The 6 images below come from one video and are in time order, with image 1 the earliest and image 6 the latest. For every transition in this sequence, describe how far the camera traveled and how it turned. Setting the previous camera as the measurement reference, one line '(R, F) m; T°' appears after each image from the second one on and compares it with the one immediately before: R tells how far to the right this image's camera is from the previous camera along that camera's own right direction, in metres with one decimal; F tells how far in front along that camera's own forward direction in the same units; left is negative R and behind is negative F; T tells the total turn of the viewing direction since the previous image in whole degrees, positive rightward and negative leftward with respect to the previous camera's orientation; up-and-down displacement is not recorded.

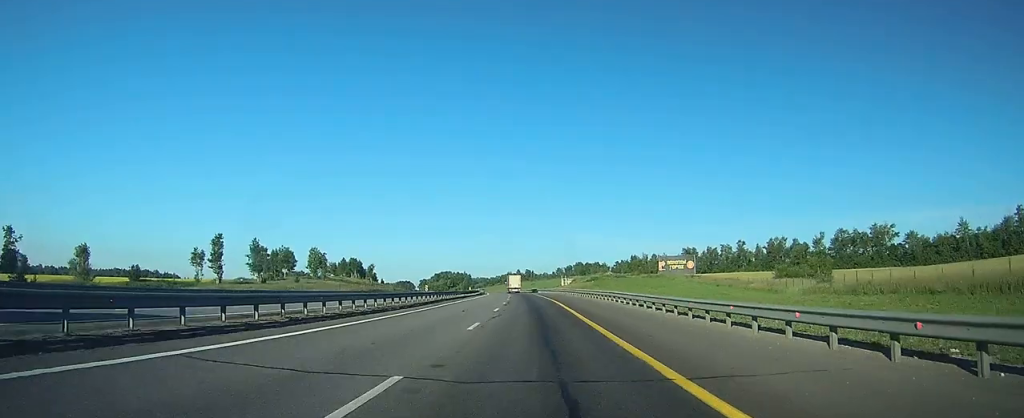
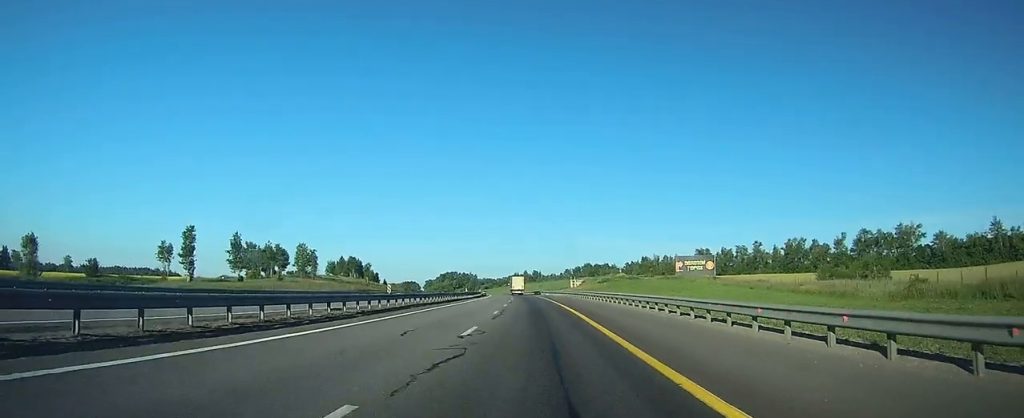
(0.0, +13.9) m; -1°
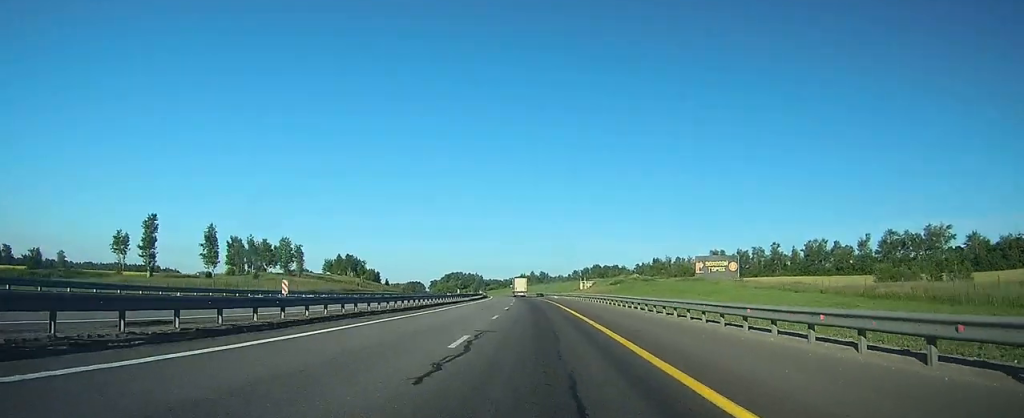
(-0.1, +14.9) m; -1°
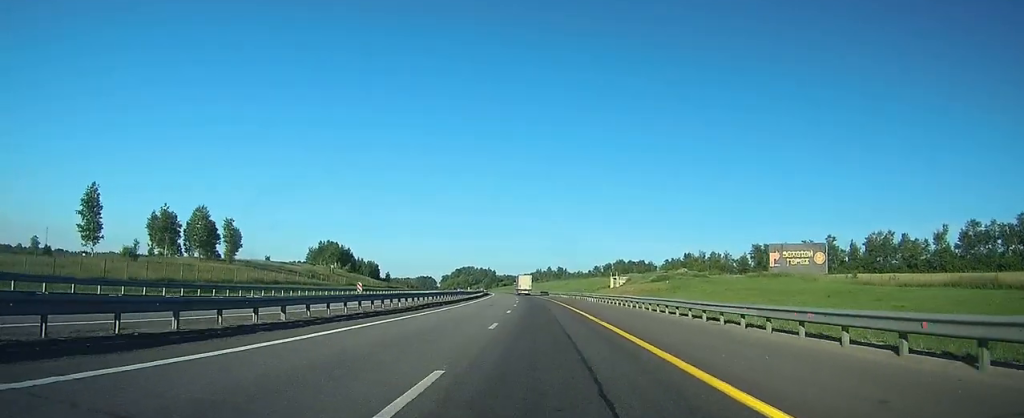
(-0.6, +42.7) m; -2°
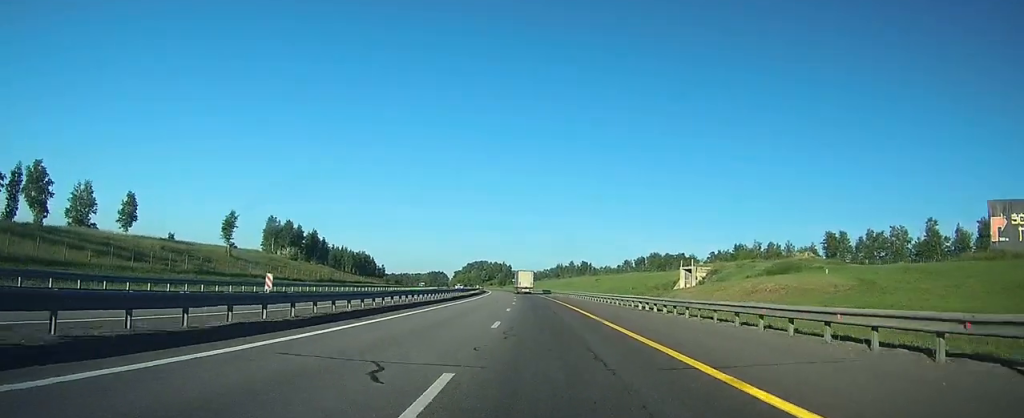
(-1.7, +60.3) m; -3°
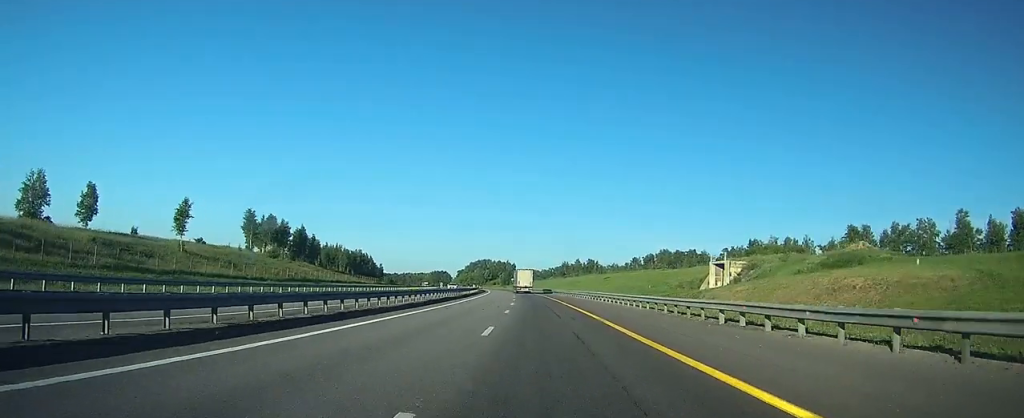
(-0.1, +14.8) m; 0°
